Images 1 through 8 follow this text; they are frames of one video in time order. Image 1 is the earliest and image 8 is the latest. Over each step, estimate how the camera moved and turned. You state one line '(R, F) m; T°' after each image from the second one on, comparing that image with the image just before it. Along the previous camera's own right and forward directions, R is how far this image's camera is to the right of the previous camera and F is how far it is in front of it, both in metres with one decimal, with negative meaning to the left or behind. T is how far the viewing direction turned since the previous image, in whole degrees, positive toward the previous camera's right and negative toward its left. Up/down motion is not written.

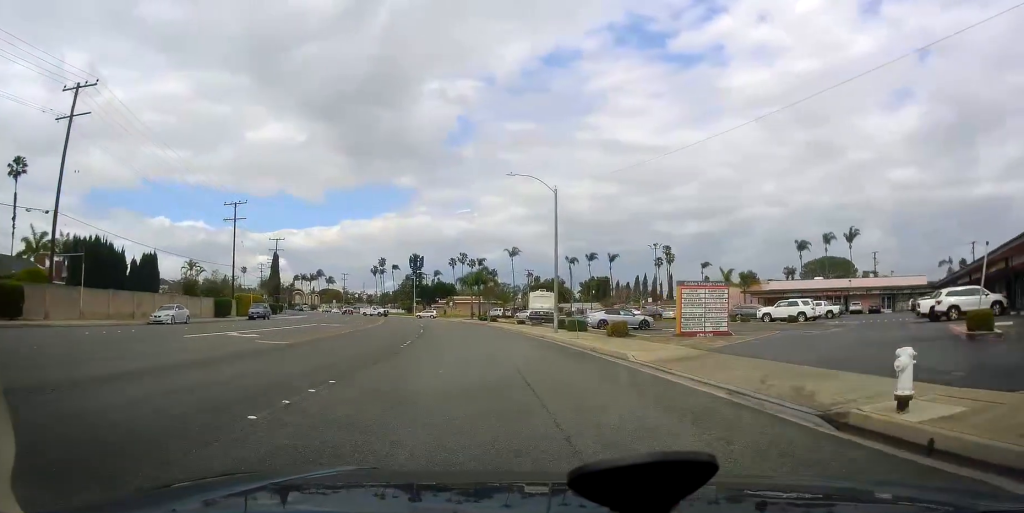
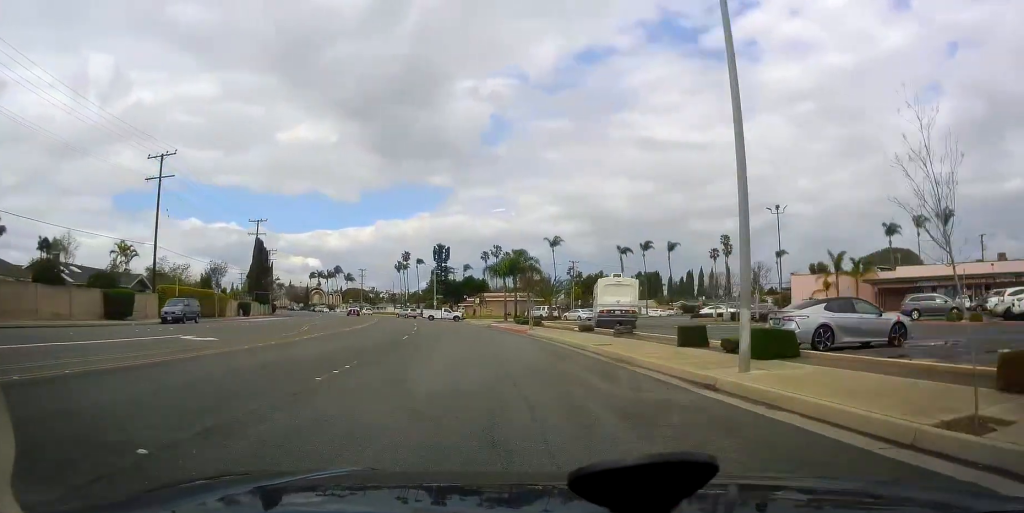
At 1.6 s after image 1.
(-0.3, +24.0) m; -4°
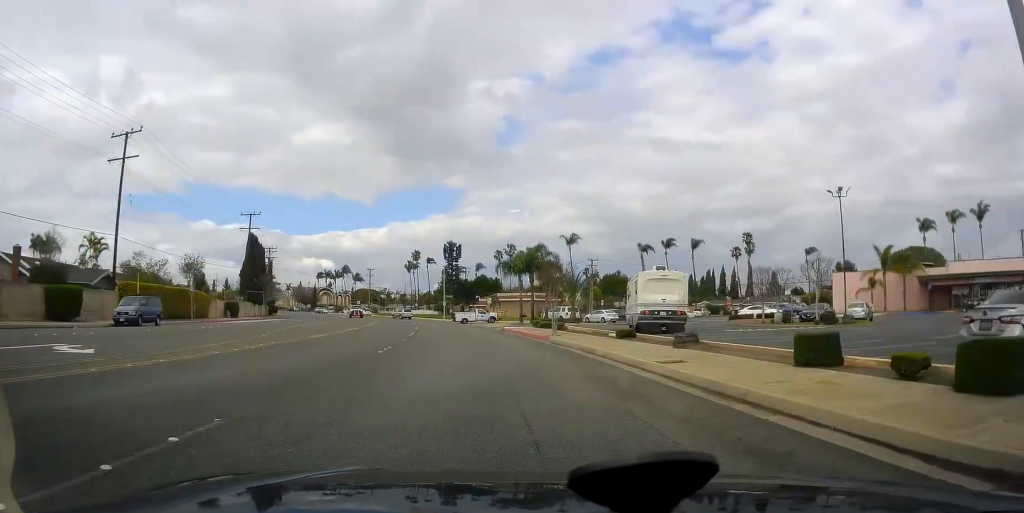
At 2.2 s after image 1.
(-0.1, +7.6) m; -2°
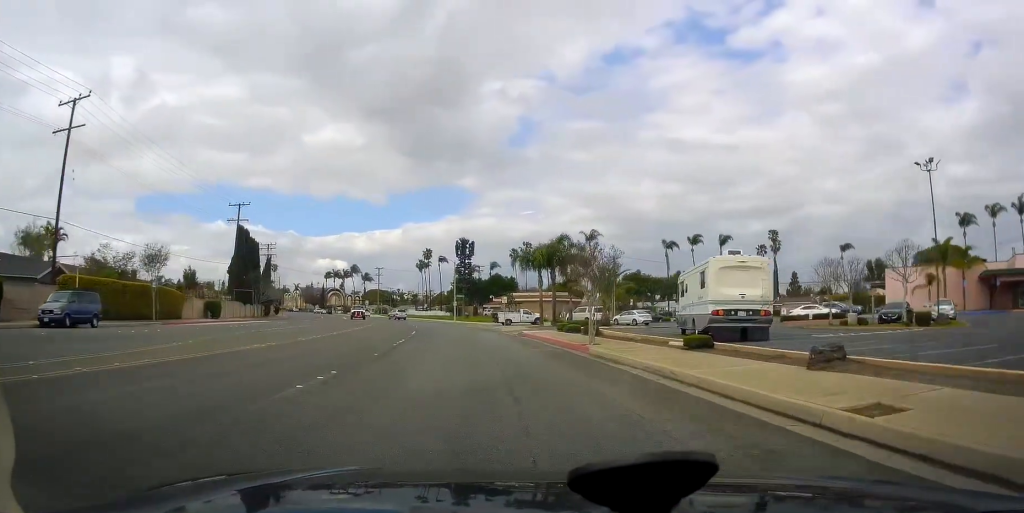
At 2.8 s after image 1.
(-0.2, +8.4) m; -2°
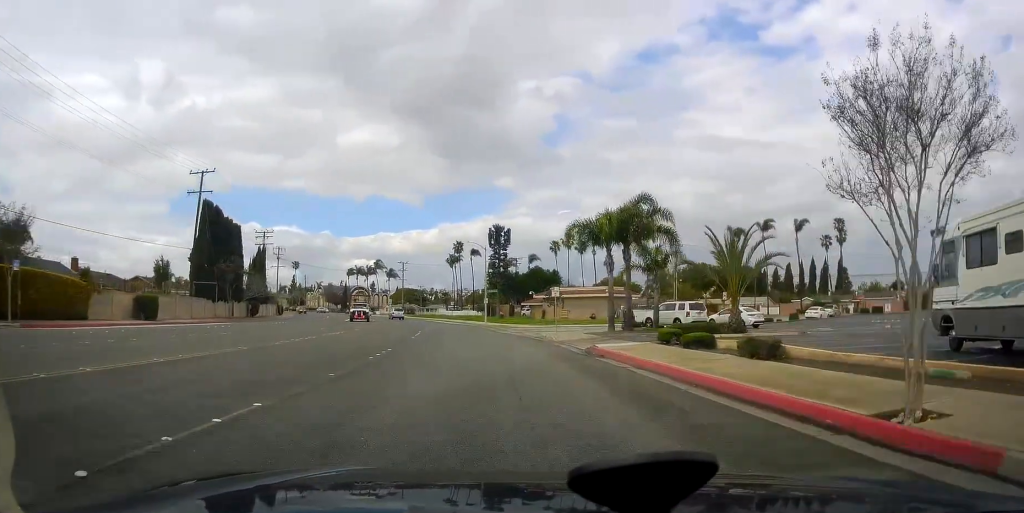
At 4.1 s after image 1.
(-0.5, +18.4) m; -1°
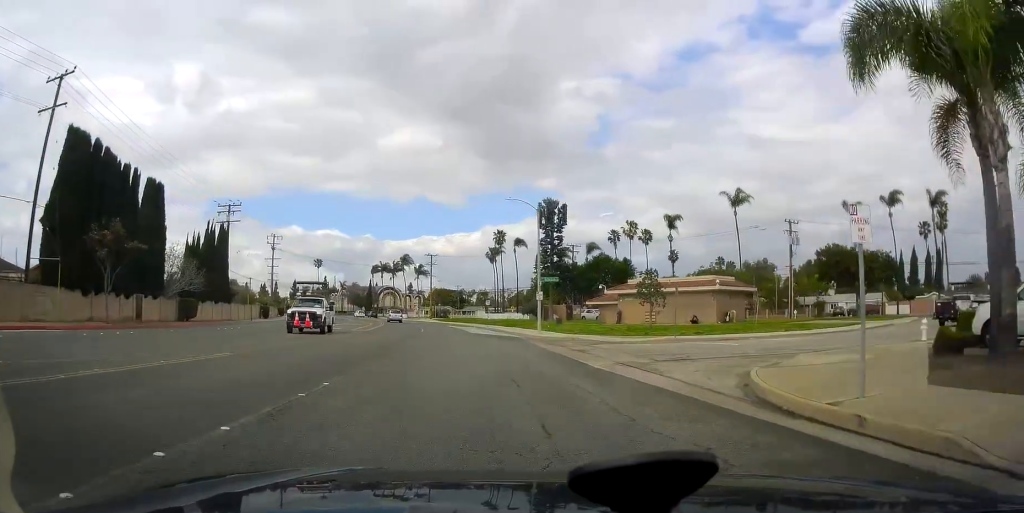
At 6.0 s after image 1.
(-1.1, +27.3) m; -6°
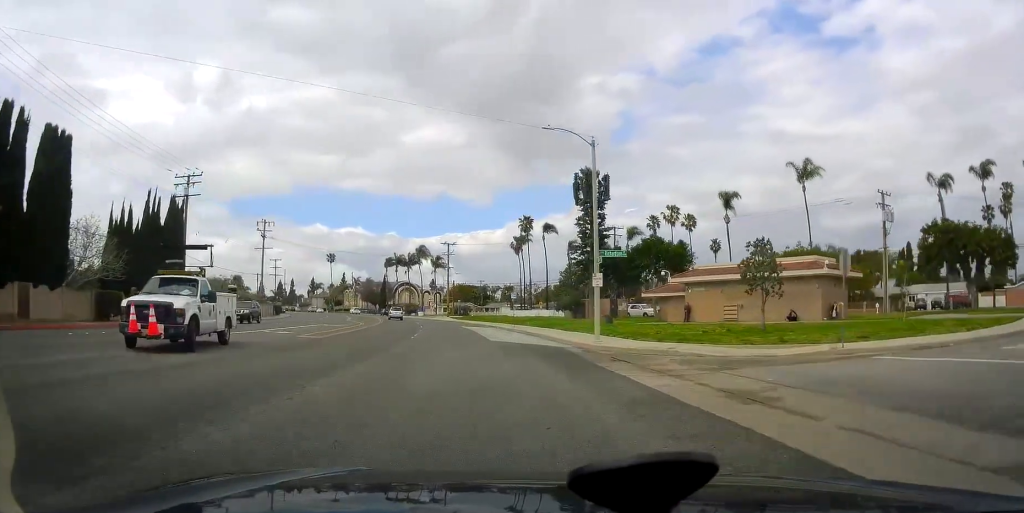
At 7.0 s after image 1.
(-0.2, +15.7) m; -2°
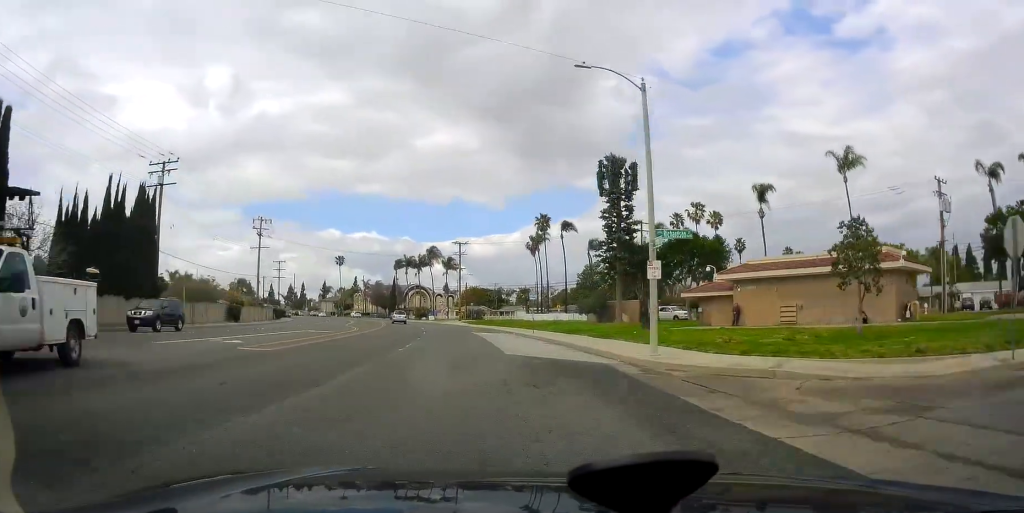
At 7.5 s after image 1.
(-0.1, +7.3) m; -1°
